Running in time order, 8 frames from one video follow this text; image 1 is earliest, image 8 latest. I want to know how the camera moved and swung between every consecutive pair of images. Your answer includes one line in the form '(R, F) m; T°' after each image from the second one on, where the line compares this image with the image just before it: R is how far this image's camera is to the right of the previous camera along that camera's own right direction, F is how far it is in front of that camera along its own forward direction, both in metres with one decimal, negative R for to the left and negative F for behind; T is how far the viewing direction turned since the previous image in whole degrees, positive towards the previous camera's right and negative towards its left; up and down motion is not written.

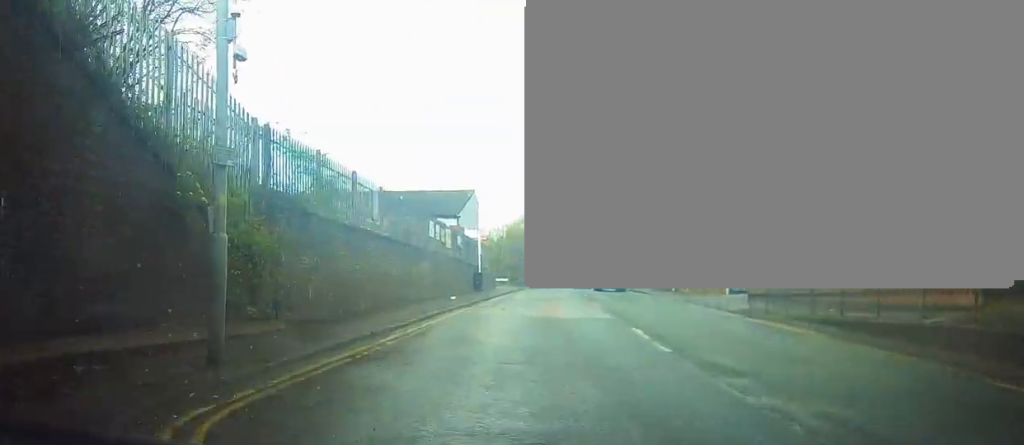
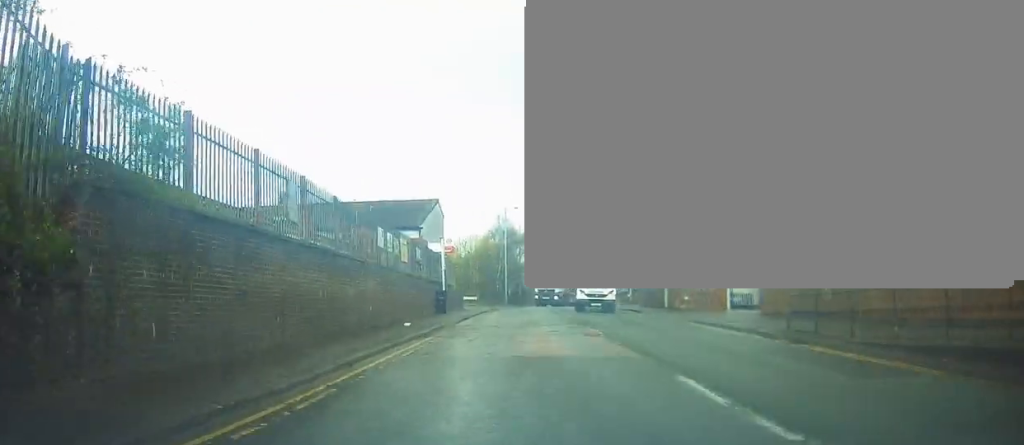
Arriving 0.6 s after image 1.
(-0.1, +5.7) m; +1°
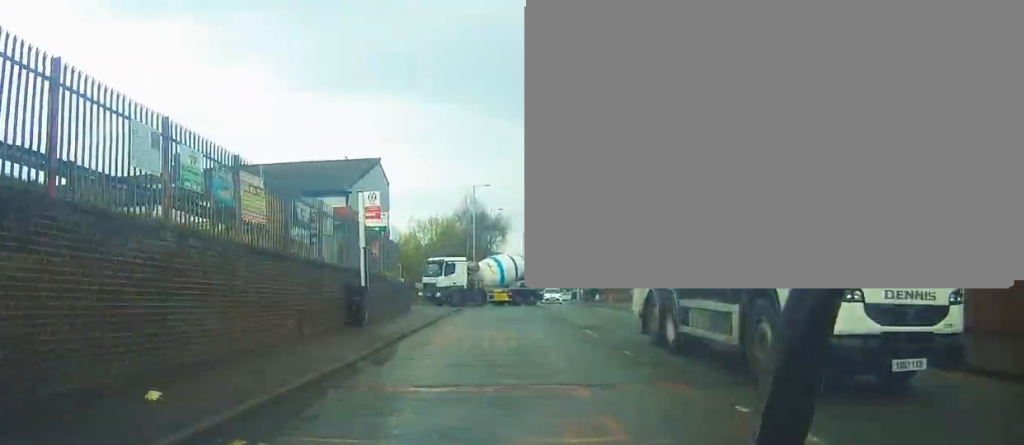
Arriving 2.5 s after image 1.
(+0.8, +14.5) m; +2°
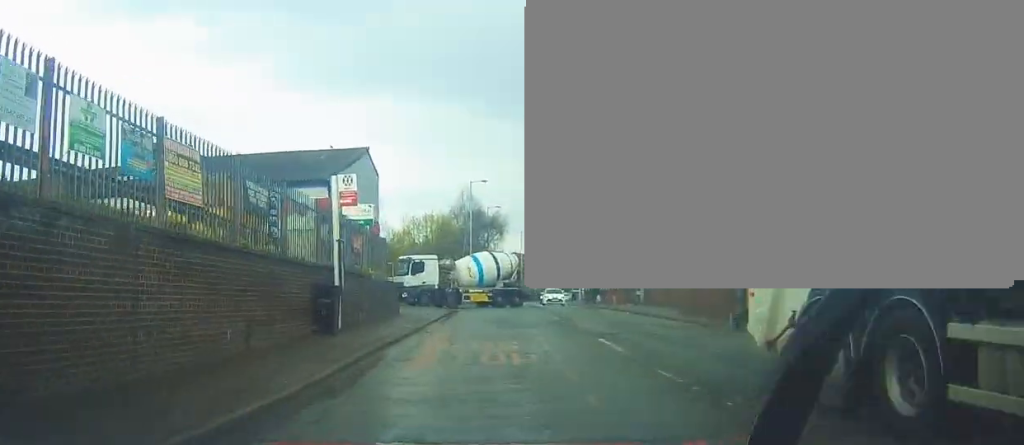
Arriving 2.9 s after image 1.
(0.0, +3.0) m; 0°
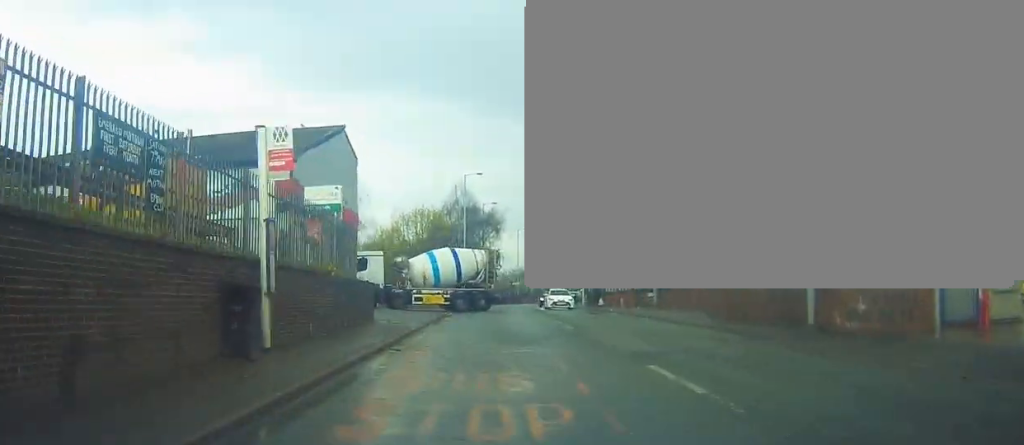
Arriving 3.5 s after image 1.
(-0.2, +4.9) m; +1°
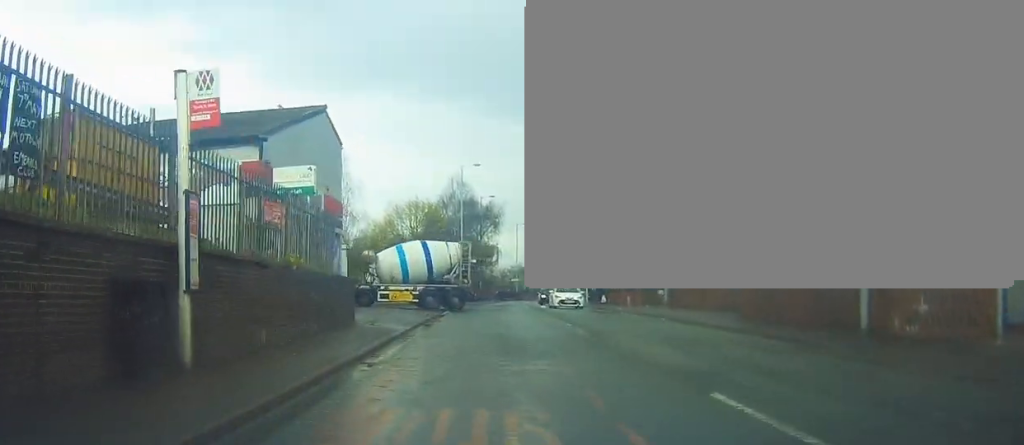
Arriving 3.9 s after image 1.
(+0.1, +3.0) m; +1°
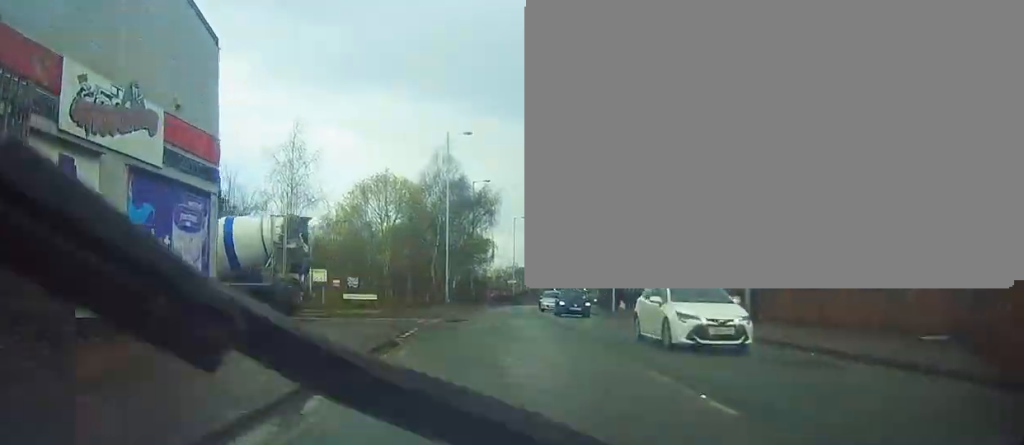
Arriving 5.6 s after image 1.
(+0.1, +13.1) m; +3°
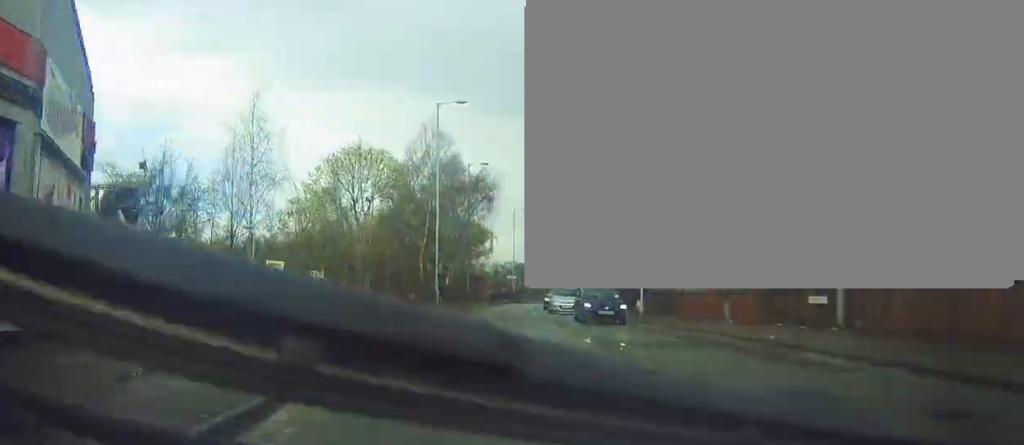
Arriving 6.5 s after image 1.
(+0.5, +7.2) m; -1°
